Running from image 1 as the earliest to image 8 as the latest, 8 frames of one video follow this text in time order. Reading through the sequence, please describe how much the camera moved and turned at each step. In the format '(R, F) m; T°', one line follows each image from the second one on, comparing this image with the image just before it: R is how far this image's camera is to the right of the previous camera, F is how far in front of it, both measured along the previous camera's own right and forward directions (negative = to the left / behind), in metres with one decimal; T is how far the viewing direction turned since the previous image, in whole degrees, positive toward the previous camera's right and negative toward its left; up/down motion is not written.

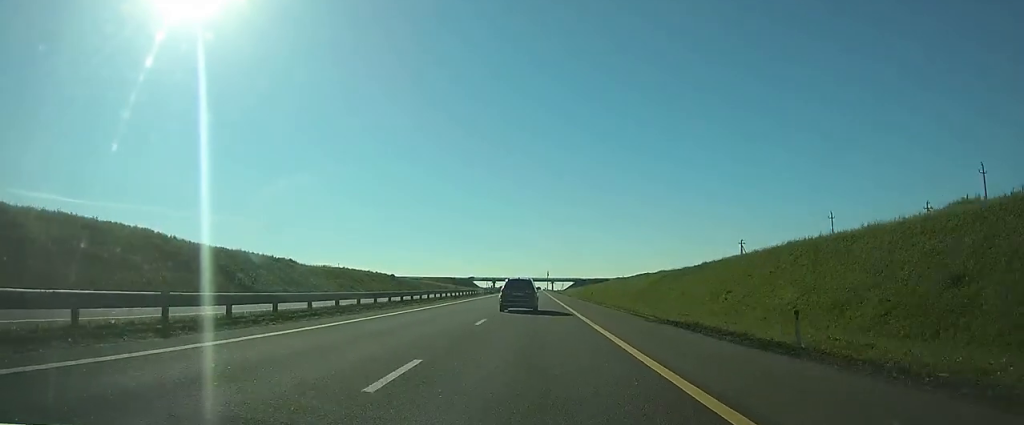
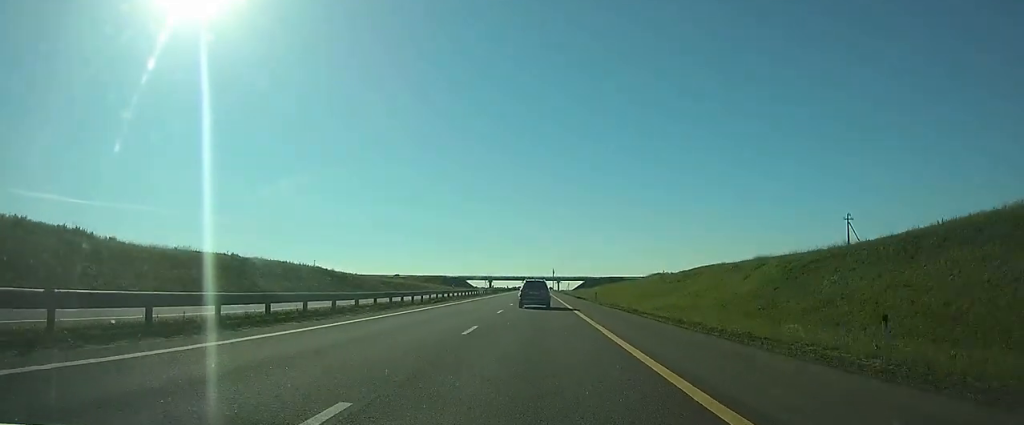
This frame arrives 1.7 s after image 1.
(-0.2, +51.3) m; -1°
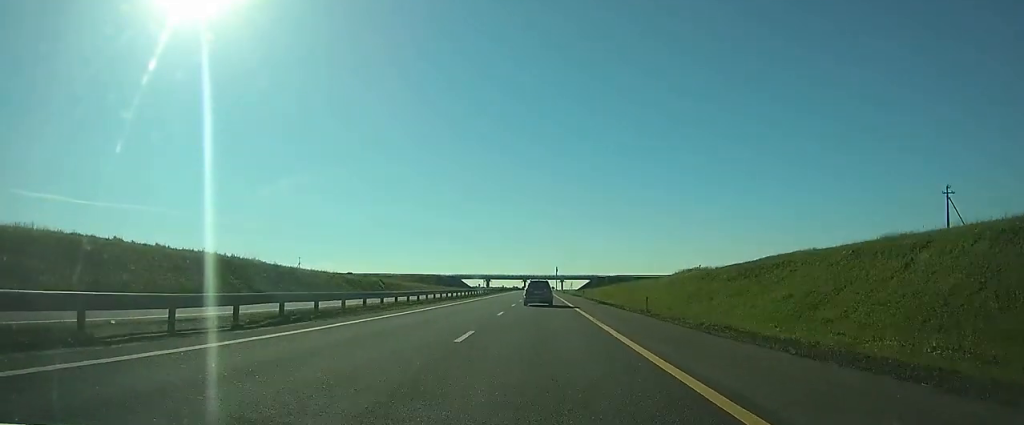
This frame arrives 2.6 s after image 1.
(0.0, +26.1) m; 0°
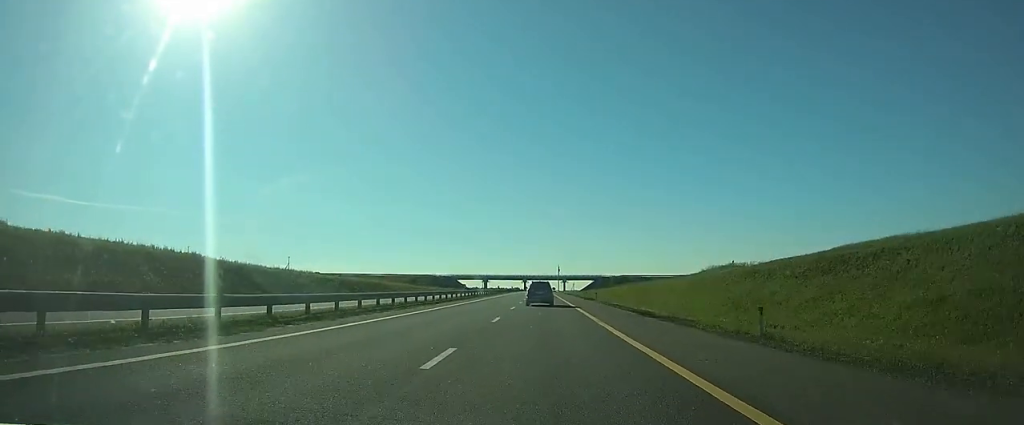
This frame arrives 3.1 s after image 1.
(0.0, +16.0) m; 0°
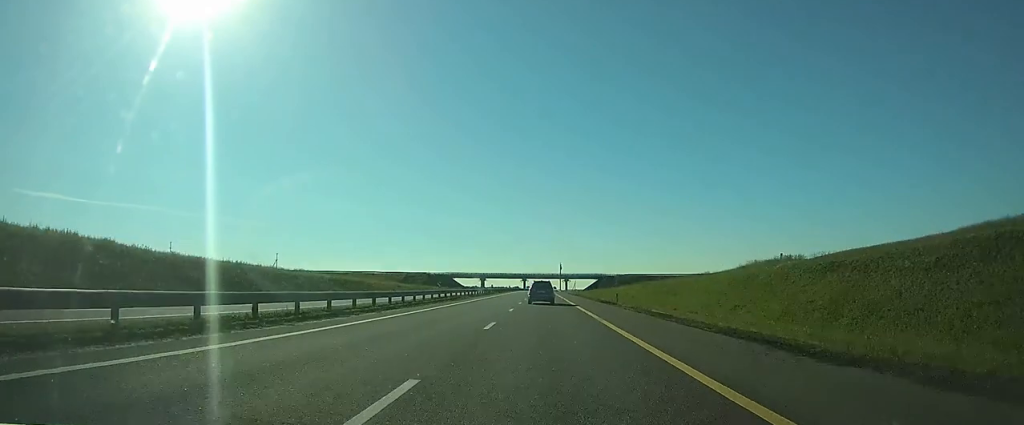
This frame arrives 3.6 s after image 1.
(0.0, +16.0) m; 0°
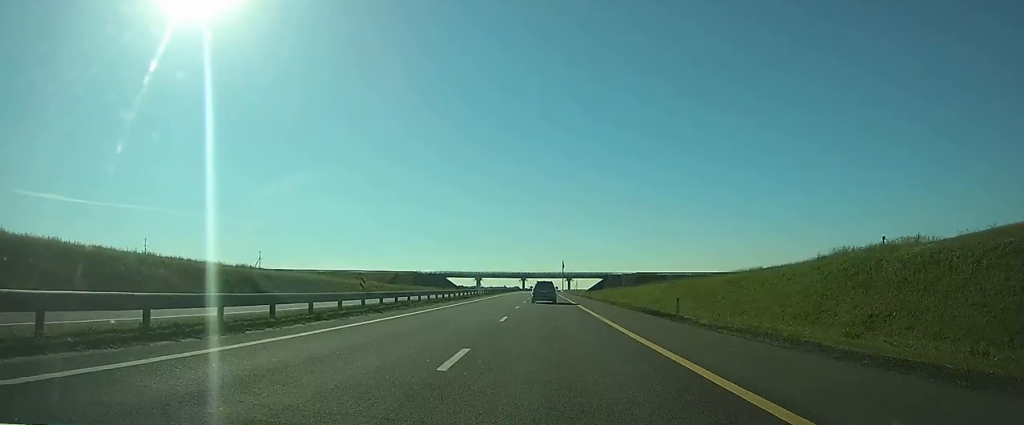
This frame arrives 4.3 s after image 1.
(0.0, +20.0) m; 0°
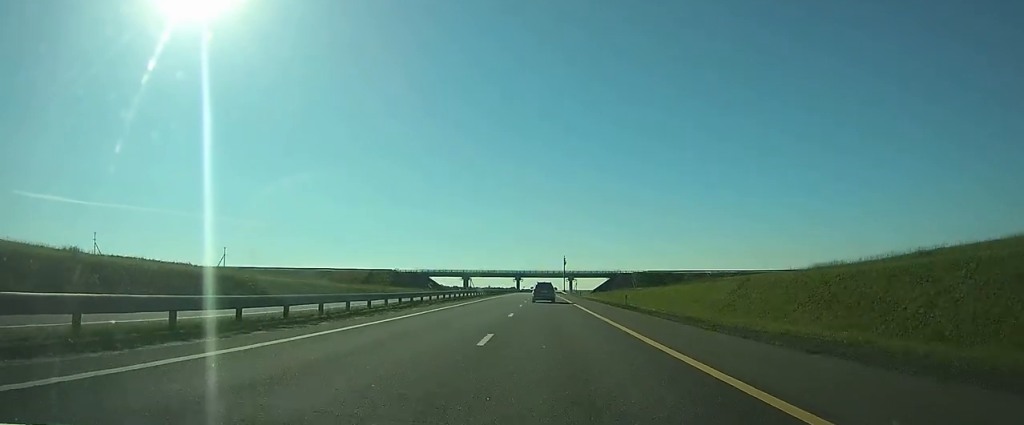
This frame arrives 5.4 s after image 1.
(0.0, +31.9) m; 0°
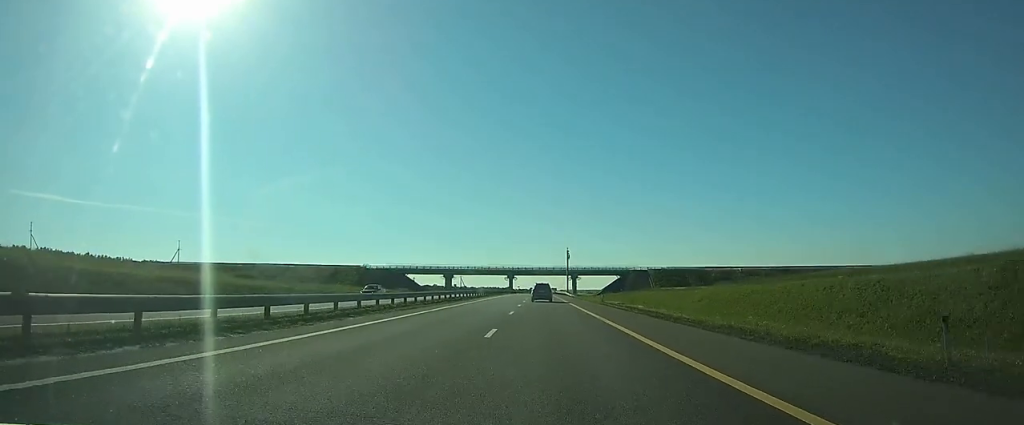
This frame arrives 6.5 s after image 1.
(0.0, +33.8) m; 0°
